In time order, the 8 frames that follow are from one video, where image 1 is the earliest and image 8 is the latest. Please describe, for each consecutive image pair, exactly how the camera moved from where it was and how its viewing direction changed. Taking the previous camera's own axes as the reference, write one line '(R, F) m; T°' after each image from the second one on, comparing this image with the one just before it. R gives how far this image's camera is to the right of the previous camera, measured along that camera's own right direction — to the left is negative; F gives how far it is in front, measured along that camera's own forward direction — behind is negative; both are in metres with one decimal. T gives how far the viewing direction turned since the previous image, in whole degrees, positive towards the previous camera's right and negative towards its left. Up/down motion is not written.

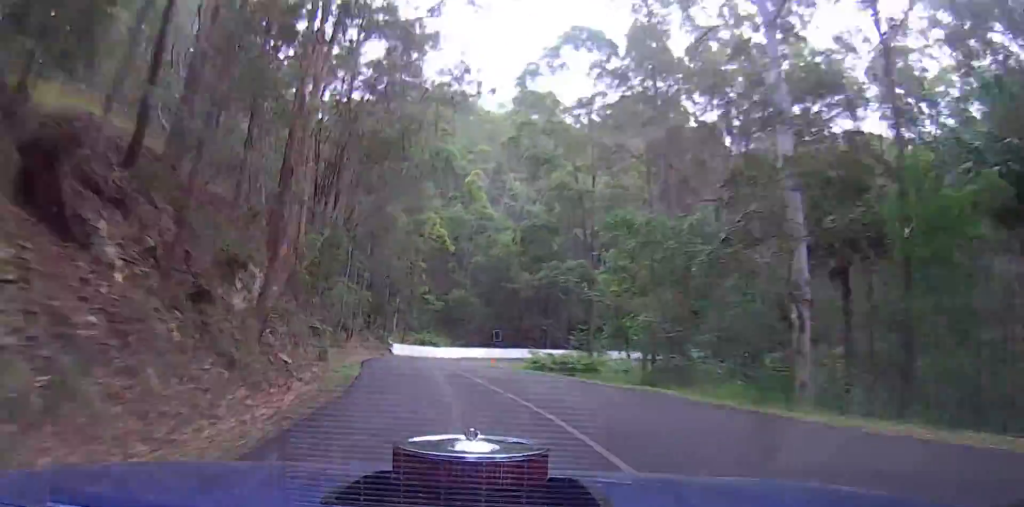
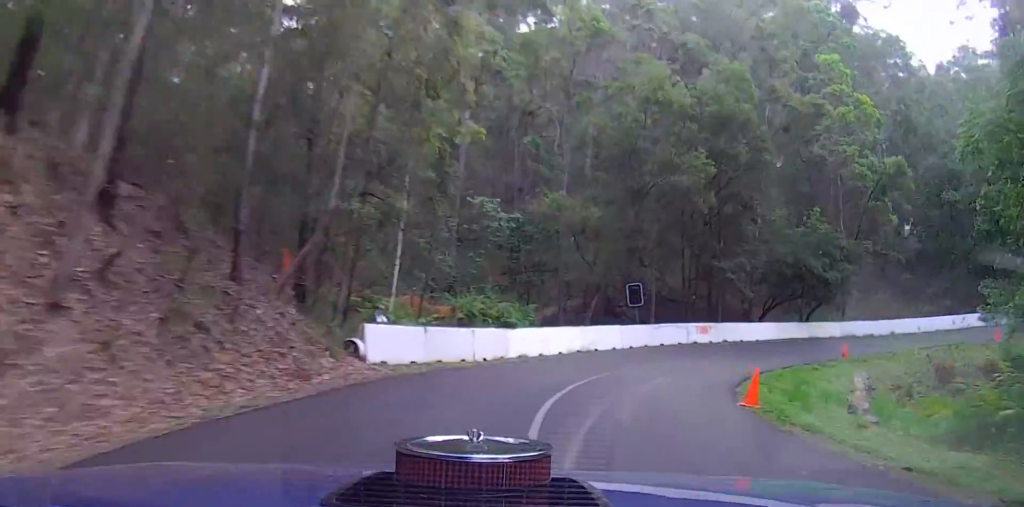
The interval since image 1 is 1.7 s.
(-2.9, +34.1) m; 0°
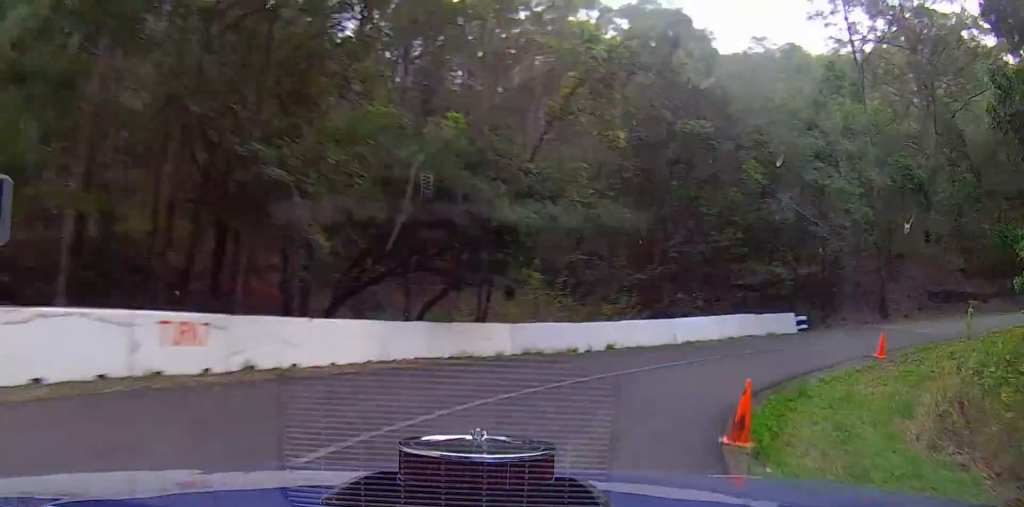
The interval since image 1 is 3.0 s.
(+3.5, +21.8) m; +25°
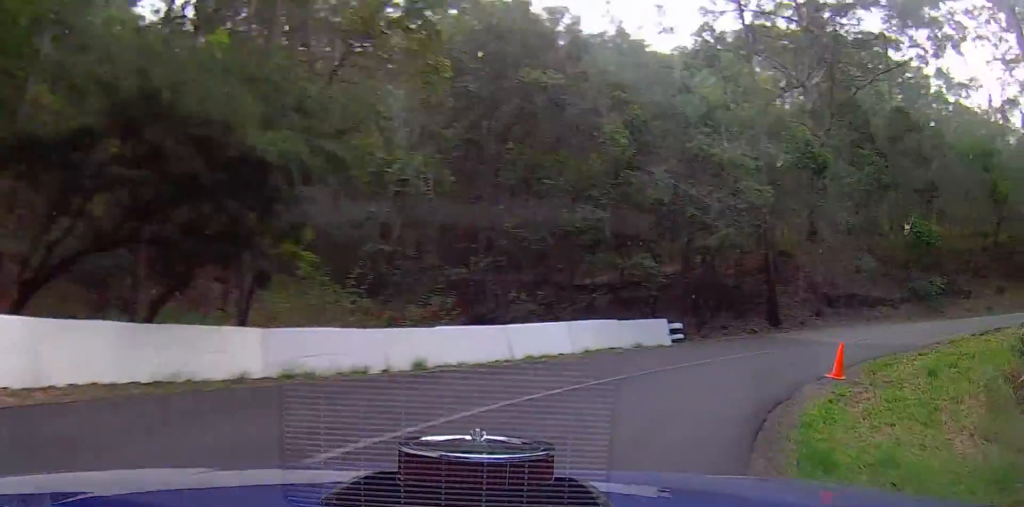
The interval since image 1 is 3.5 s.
(+0.7, +6.4) m; +12°
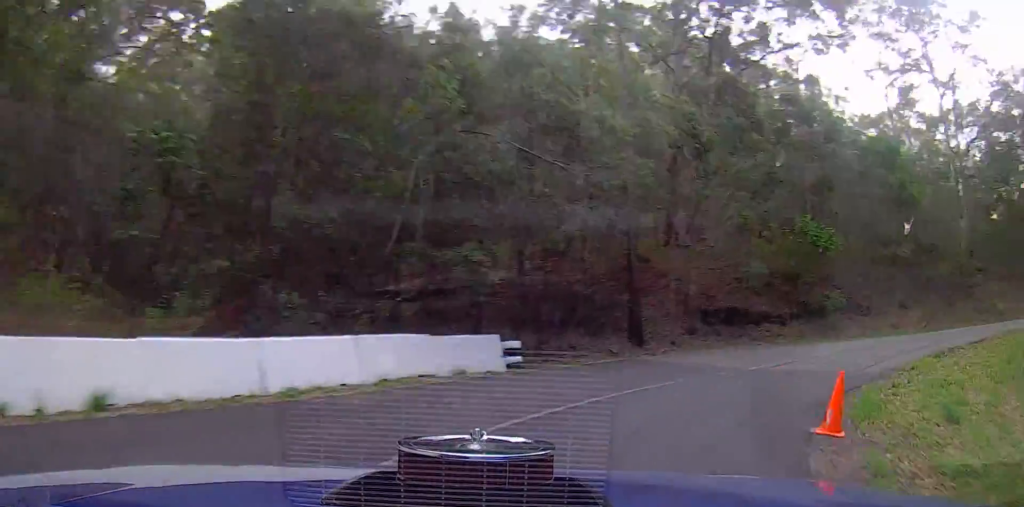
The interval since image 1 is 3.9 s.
(+0.1, +5.7) m; +13°
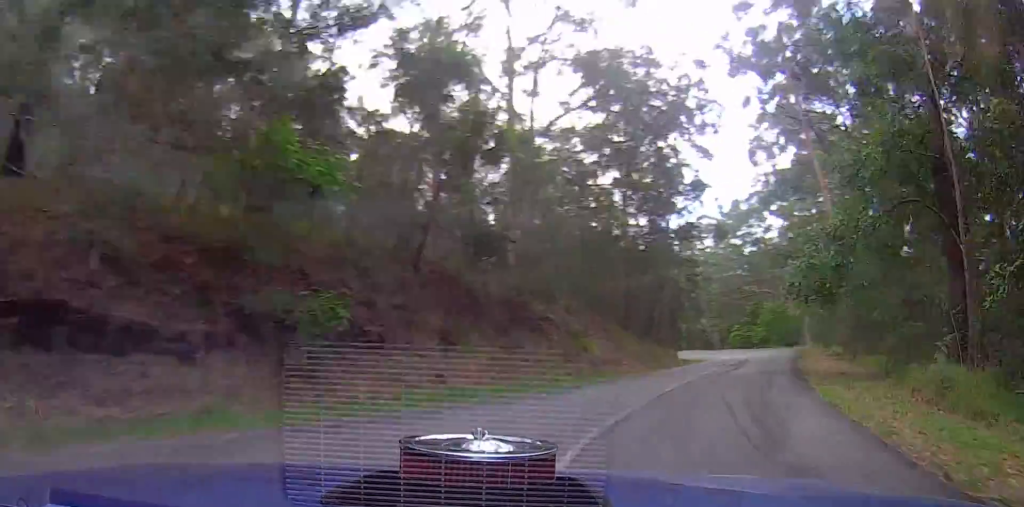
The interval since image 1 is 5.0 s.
(+5.0, +13.2) m; +20°
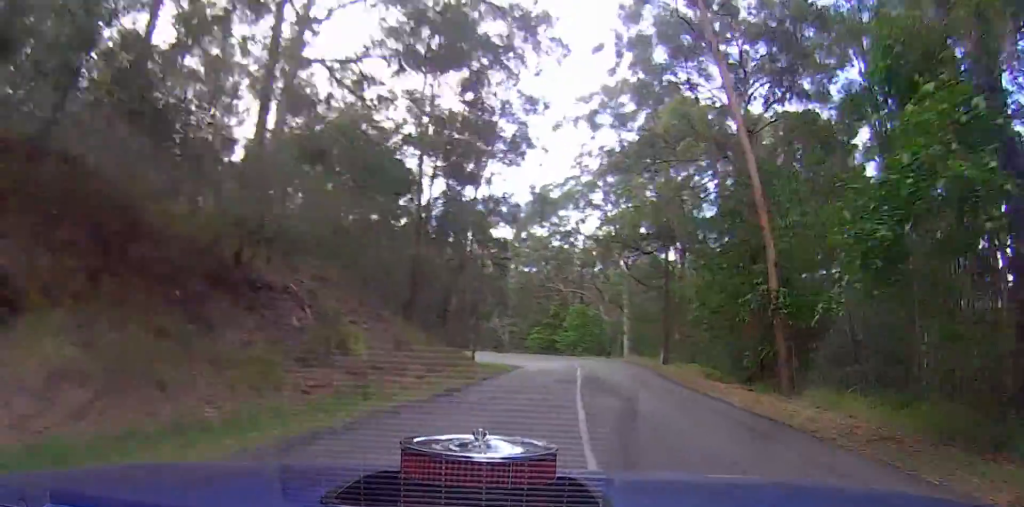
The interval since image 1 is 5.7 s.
(-0.7, +7.9) m; -2°
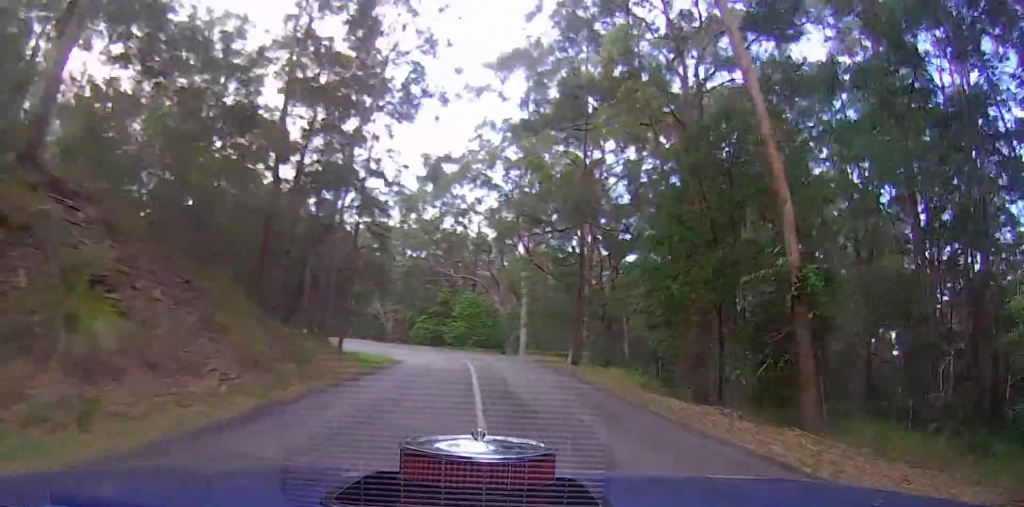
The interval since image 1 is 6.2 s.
(-0.9, +4.4) m; -3°
